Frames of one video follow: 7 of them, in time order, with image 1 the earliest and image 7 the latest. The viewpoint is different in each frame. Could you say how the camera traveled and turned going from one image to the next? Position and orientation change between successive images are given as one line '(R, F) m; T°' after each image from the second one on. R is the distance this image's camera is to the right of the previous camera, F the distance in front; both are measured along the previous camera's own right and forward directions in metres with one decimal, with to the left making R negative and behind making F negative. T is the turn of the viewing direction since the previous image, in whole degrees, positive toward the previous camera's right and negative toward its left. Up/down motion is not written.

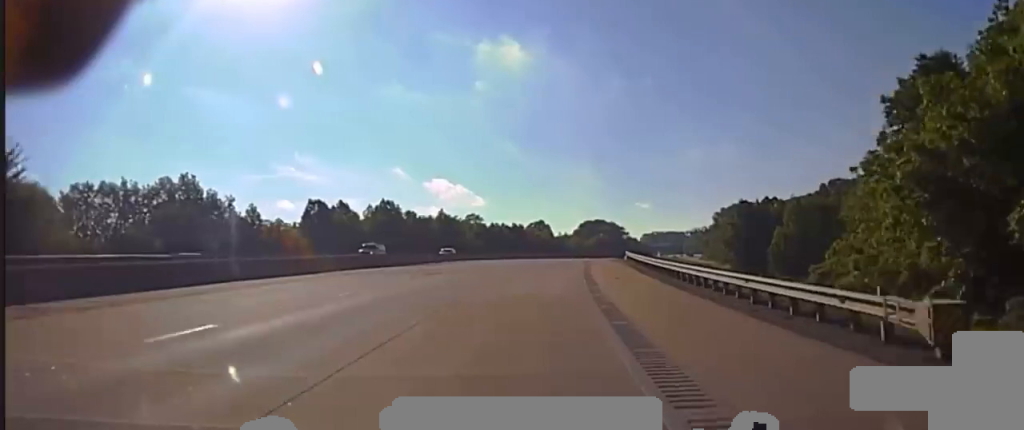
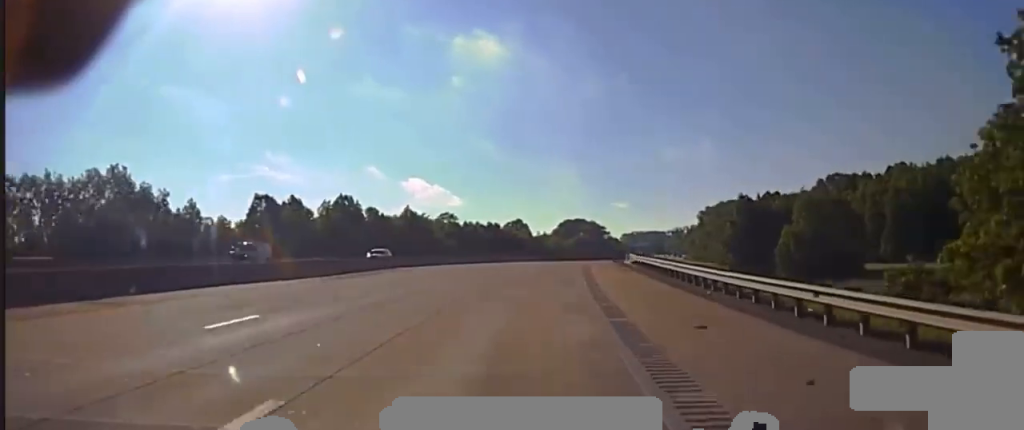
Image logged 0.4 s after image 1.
(+0.5, +19.0) m; +1°
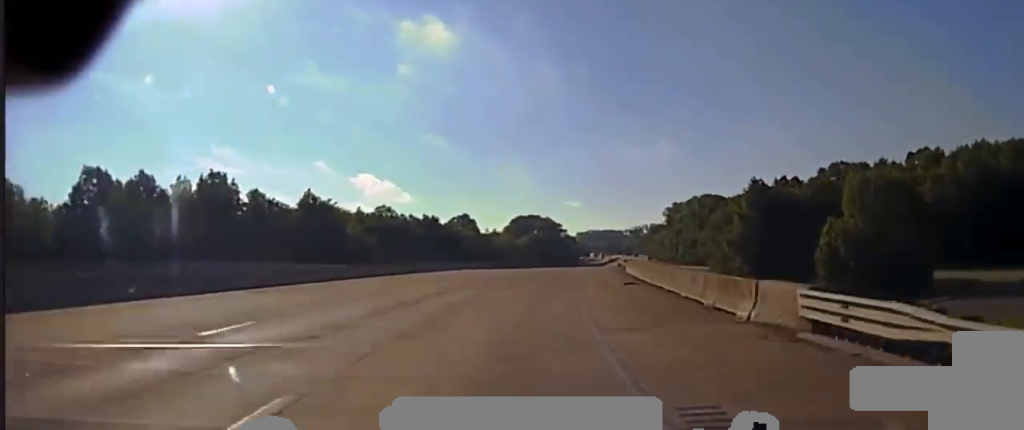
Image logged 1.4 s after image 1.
(+1.3, +44.1) m; +3°
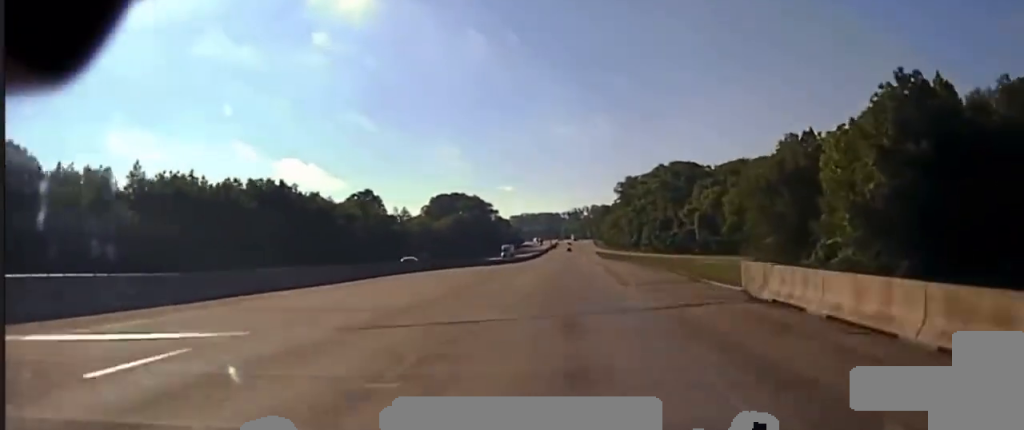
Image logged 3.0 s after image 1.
(+2.9, +79.9) m; +4°
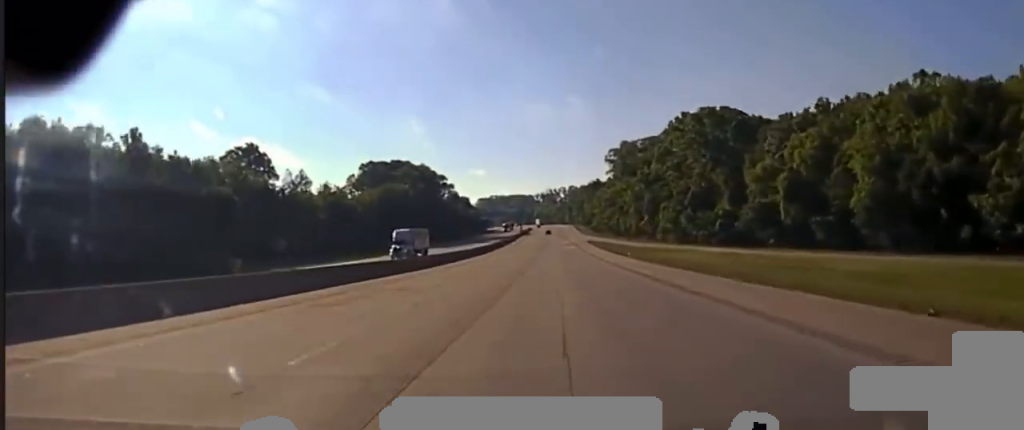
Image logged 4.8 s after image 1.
(+3.2, +104.7) m; +3°
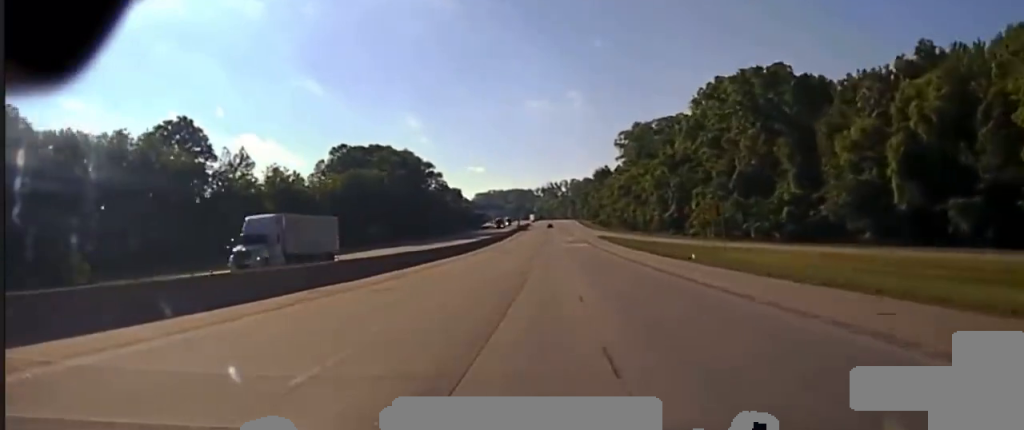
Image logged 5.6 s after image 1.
(+0.2, +39.9) m; 0°
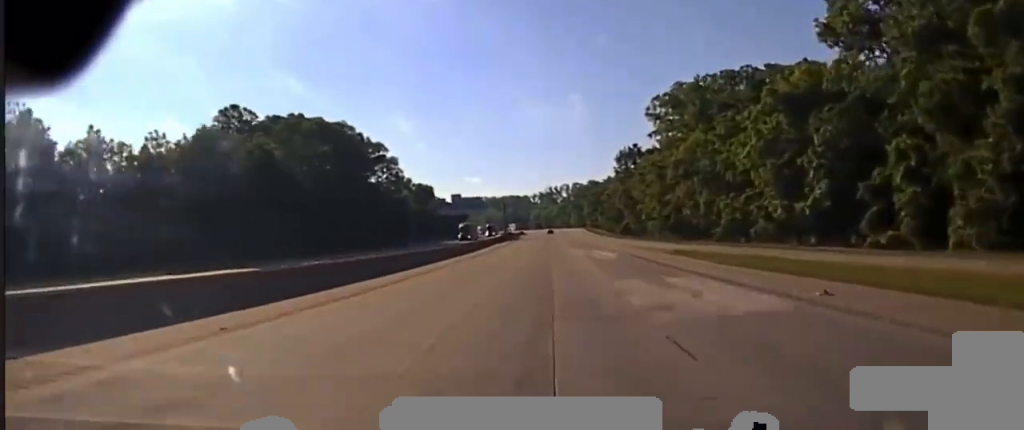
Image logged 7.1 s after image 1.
(0.0, +76.2) m; 0°
